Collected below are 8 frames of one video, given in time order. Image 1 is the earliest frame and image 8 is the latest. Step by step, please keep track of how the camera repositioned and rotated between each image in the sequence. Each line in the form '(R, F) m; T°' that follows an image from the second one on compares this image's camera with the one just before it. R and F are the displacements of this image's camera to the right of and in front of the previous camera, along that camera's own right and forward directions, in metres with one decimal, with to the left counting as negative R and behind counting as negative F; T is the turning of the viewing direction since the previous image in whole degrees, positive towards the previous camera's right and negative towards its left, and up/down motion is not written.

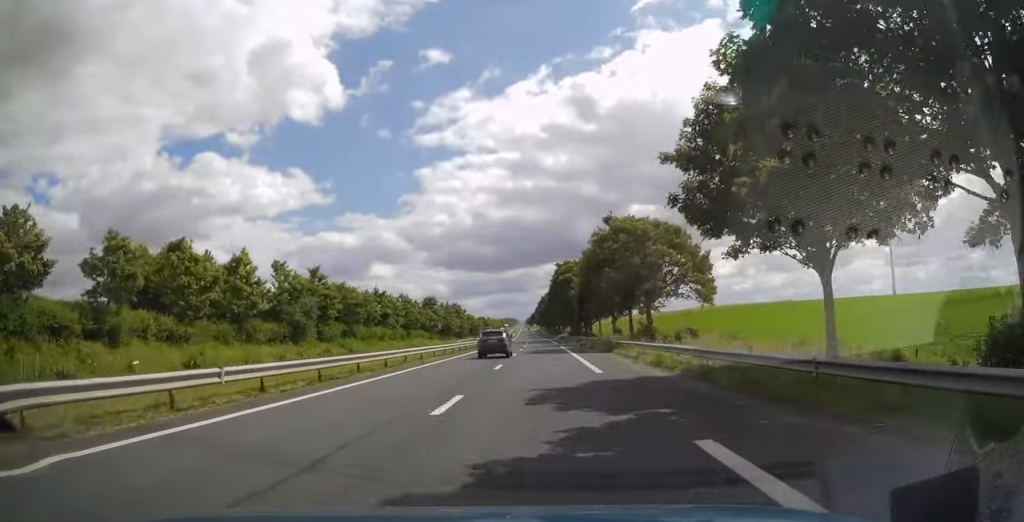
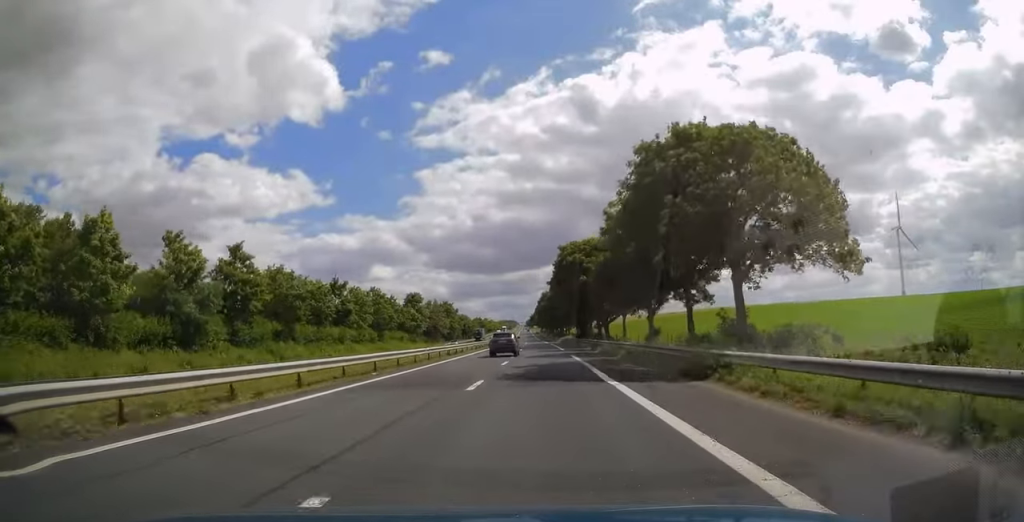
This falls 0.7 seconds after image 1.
(0.0, +20.6) m; 0°
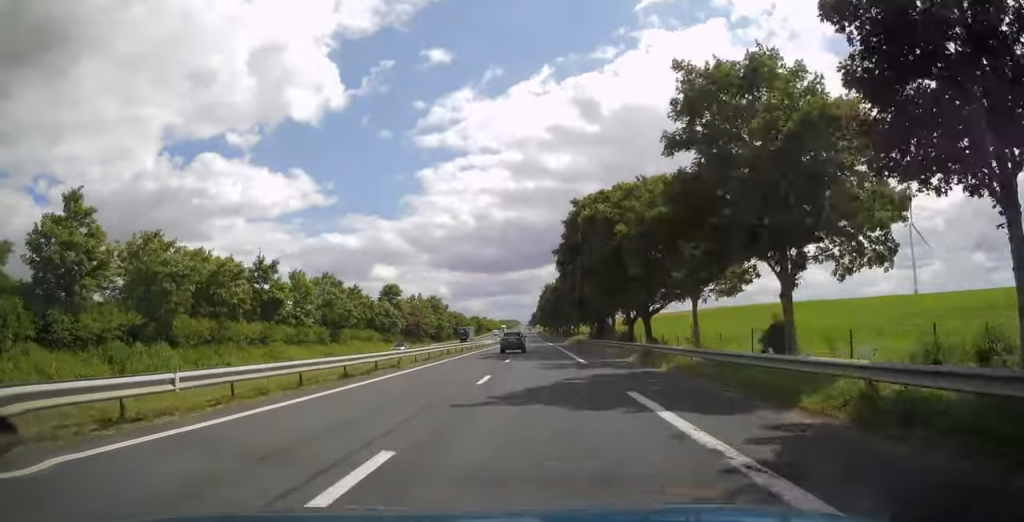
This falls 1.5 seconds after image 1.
(0.0, +23.2) m; 0°
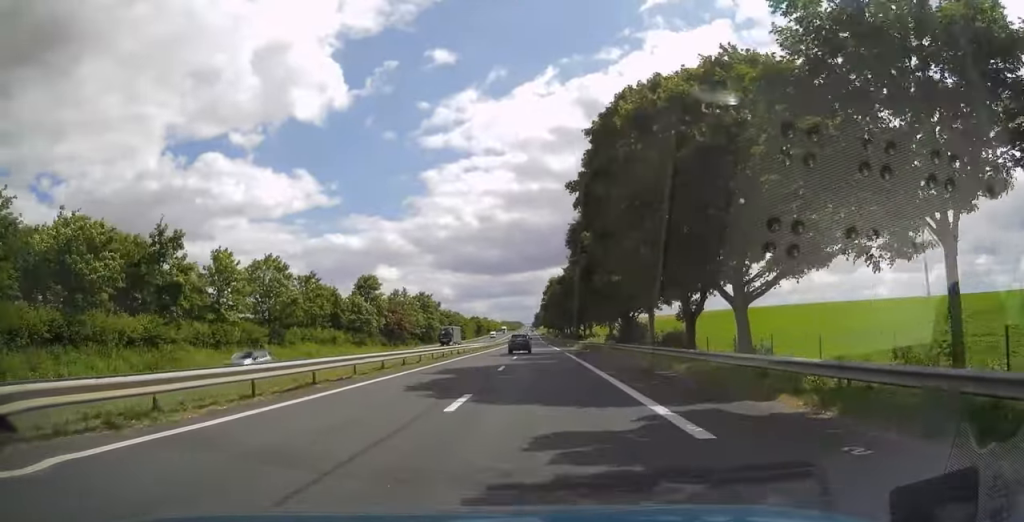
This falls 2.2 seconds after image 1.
(0.0, +18.6) m; 0°
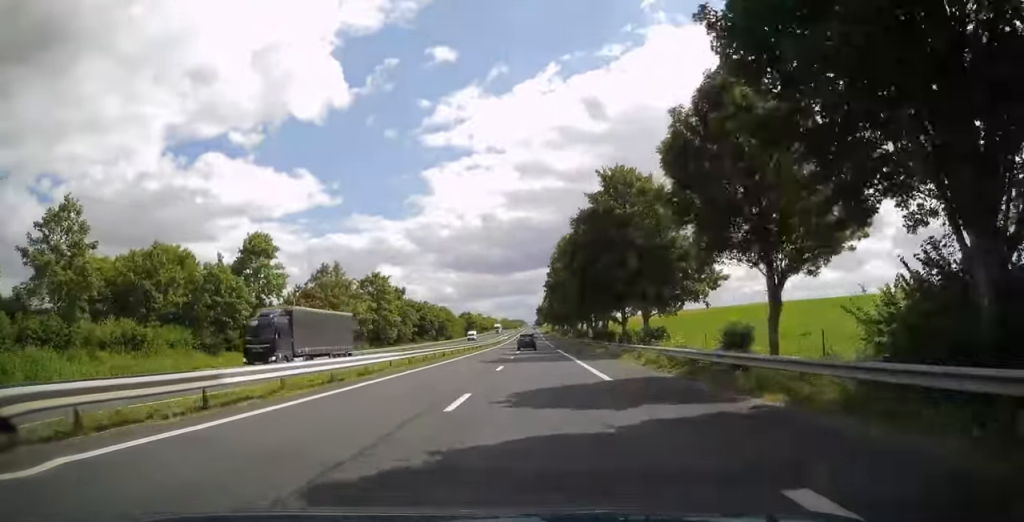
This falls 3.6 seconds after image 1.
(-0.2, +41.5) m; -1°
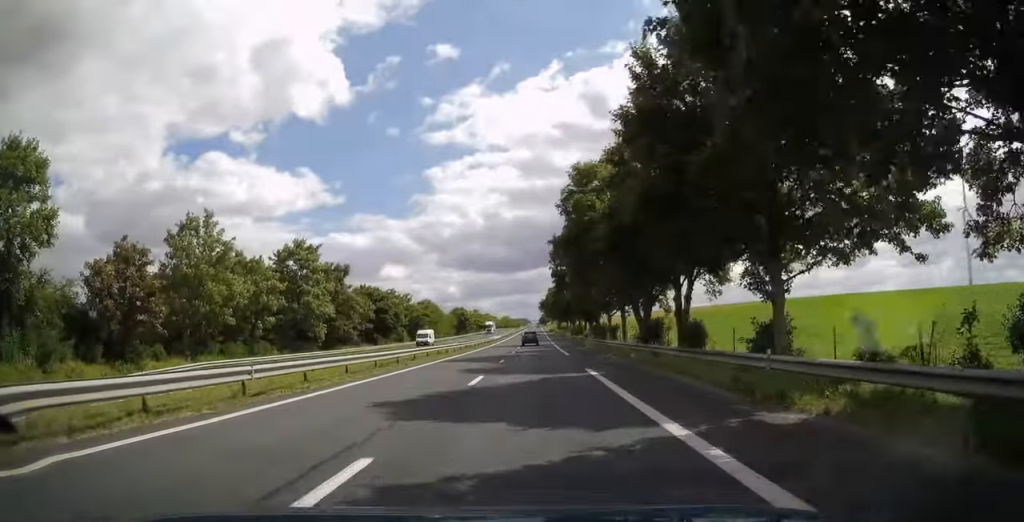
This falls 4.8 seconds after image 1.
(-0.1, +33.5) m; 0°
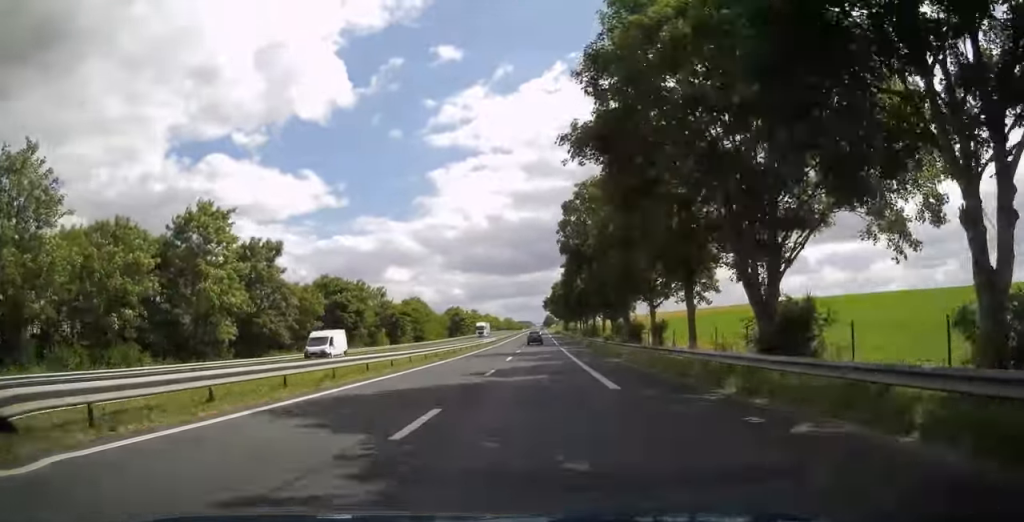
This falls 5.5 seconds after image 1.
(0.0, +21.4) m; 0°
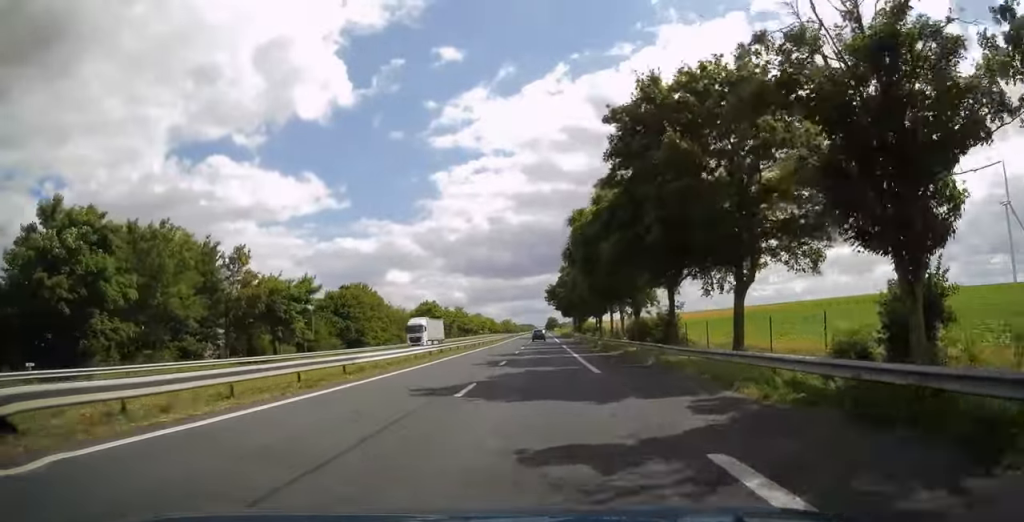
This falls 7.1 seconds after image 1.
(-0.2, +46.8) m; 0°
